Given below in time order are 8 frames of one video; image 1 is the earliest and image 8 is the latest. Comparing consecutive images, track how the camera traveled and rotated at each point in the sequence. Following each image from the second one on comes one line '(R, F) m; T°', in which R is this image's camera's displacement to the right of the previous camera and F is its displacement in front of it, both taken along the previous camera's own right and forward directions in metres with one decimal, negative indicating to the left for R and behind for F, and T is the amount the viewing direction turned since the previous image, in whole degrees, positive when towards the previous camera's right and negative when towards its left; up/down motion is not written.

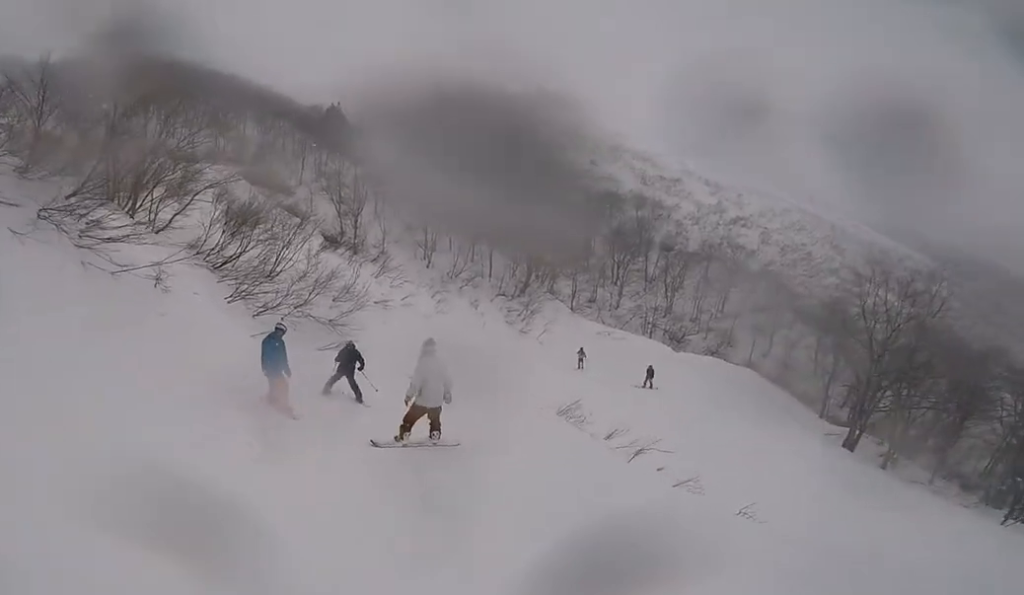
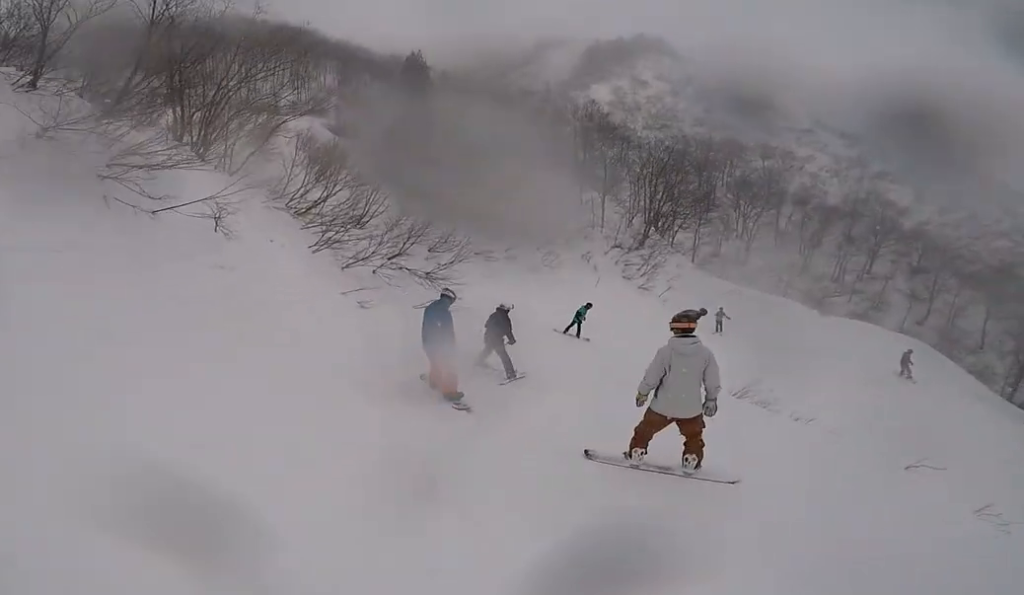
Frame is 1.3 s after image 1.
(-0.3, +3.3) m; -23°
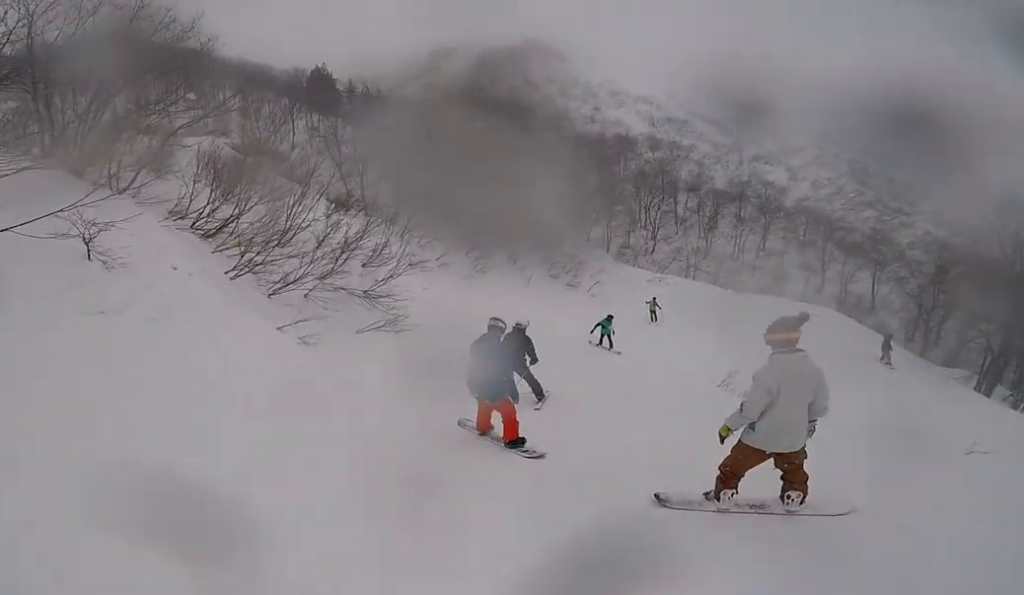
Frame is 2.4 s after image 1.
(-0.4, +2.8) m; -8°
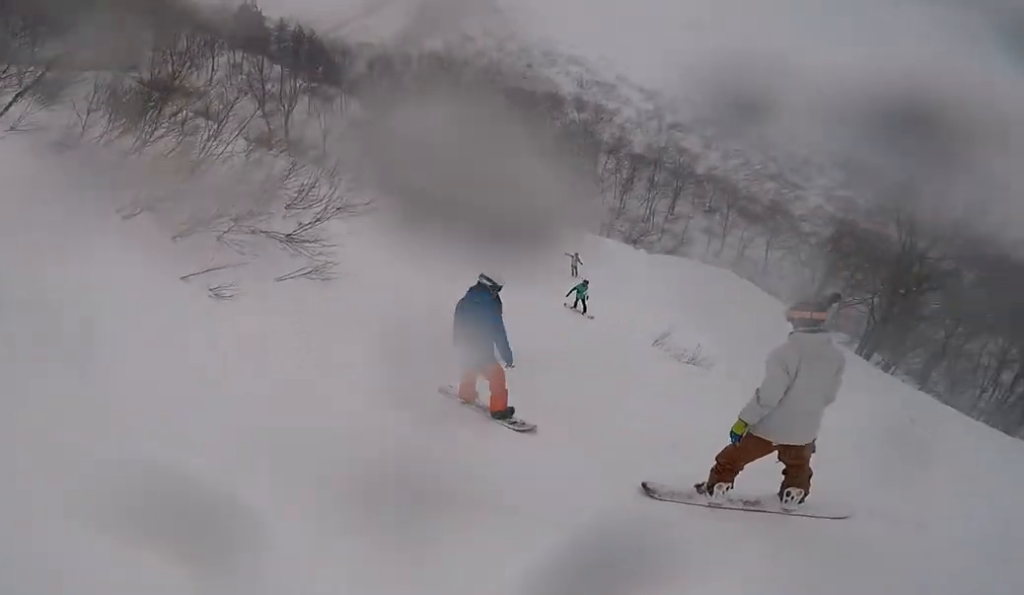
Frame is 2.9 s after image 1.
(0.0, +1.6) m; +12°
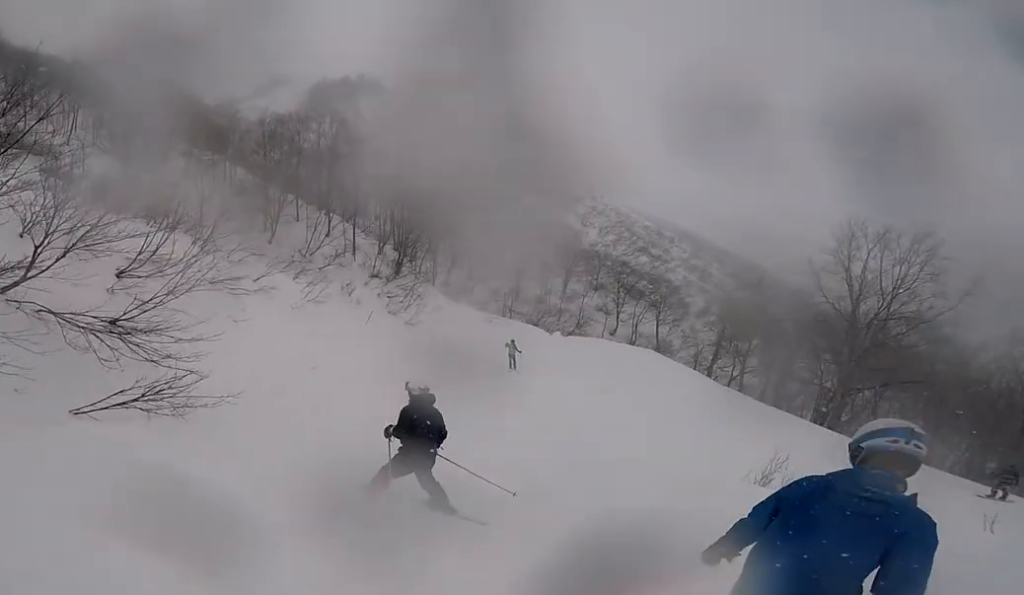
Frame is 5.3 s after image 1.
(+1.4, +6.1) m; +18°
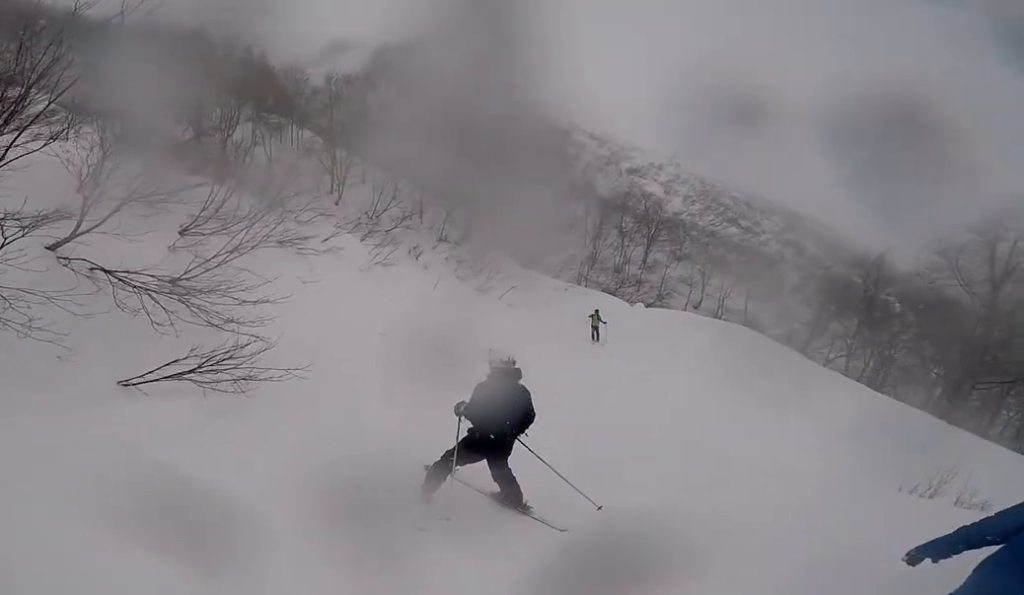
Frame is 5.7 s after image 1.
(0.0, +1.2) m; 0°
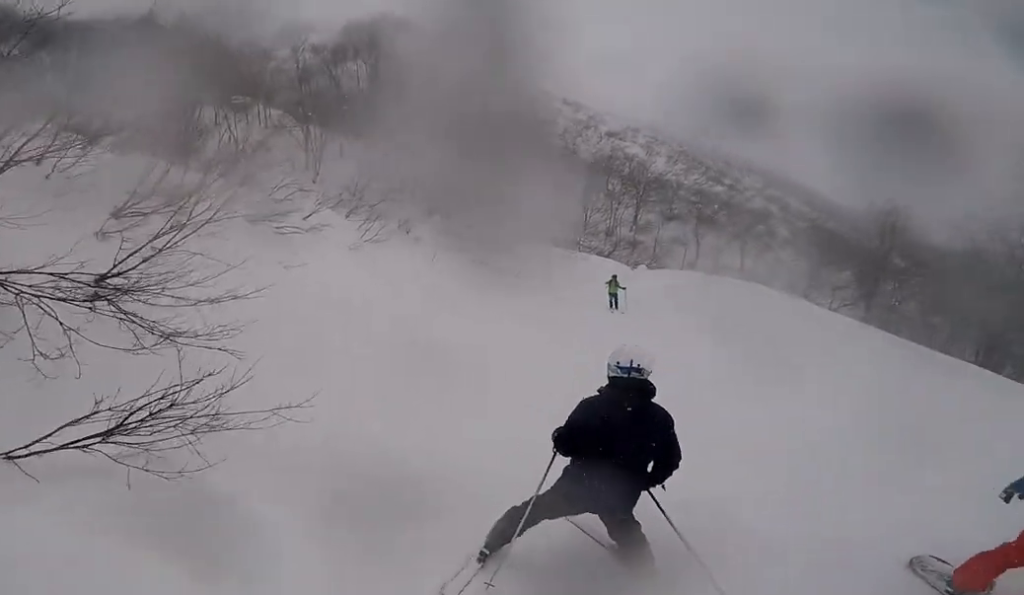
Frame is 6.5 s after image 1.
(+0.7, +2.7) m; 0°
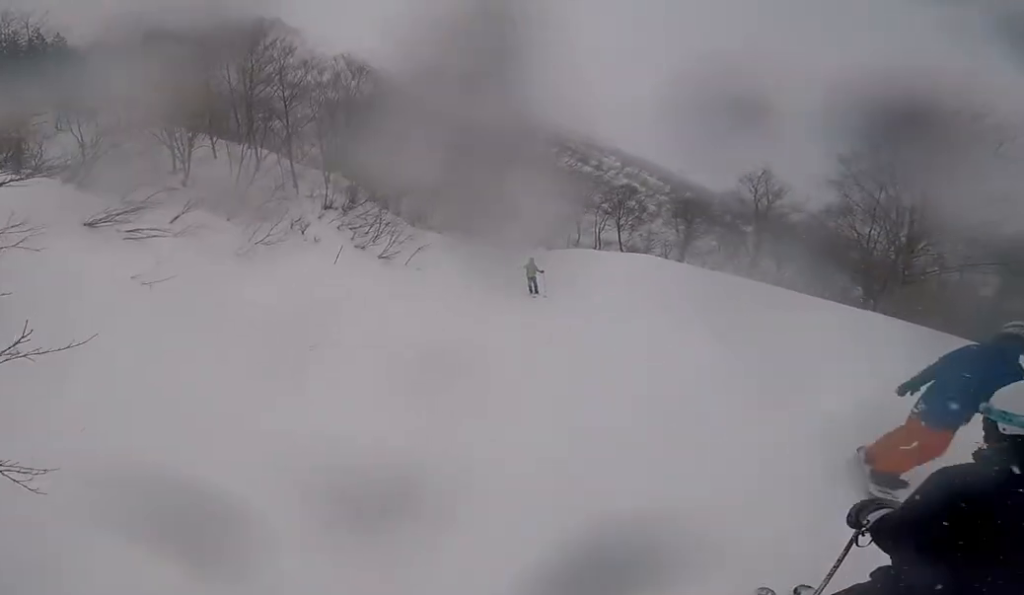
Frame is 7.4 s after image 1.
(-0.9, +2.6) m; +2°
